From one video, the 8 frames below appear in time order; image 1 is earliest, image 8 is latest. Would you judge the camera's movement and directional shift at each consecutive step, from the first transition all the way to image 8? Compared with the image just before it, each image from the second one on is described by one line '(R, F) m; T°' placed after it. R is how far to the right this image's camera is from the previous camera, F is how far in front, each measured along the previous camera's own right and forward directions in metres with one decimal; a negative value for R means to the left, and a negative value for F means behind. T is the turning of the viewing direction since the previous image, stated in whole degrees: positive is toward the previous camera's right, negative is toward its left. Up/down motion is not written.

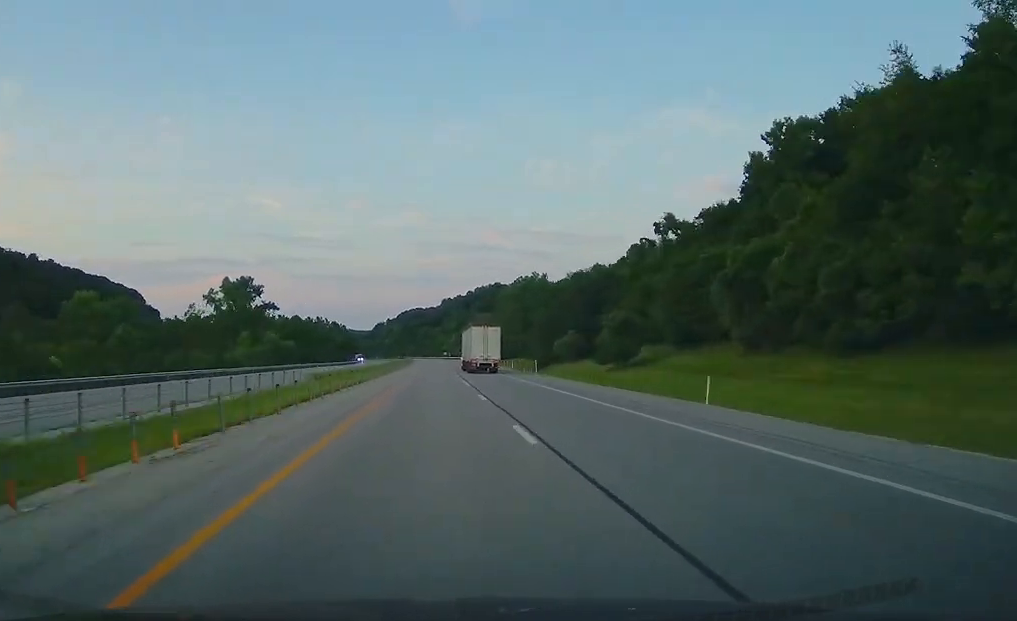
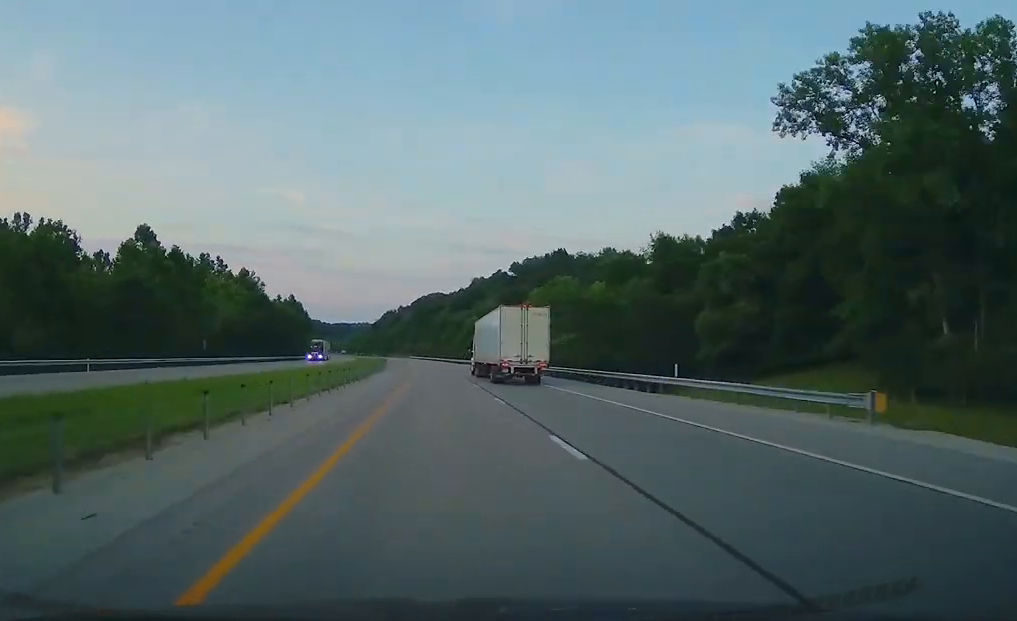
(-3.6, +185.3) m; -3°
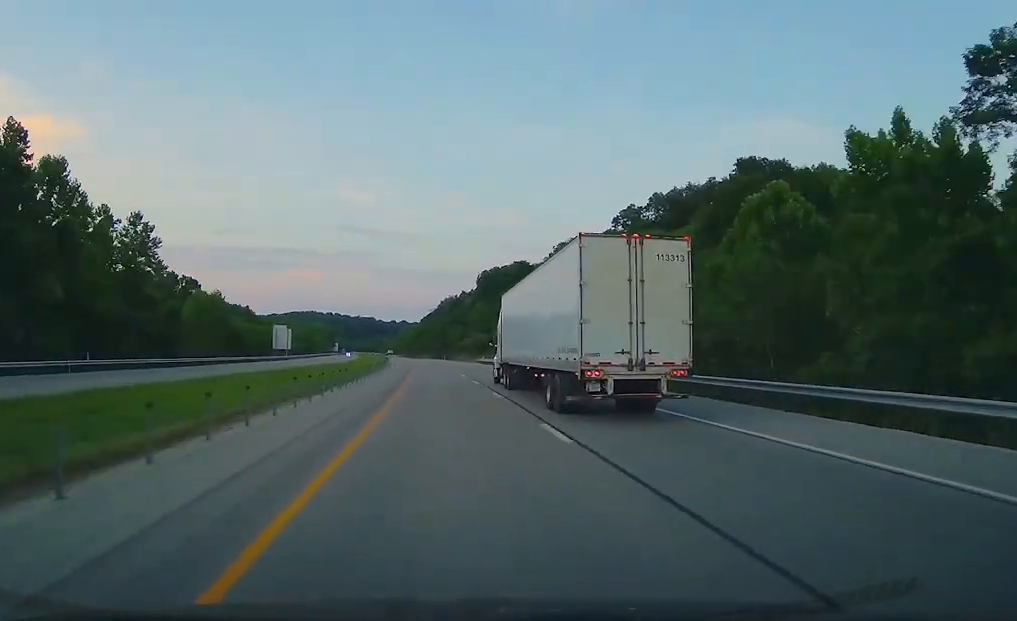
(-5.6, +155.9) m; -4°
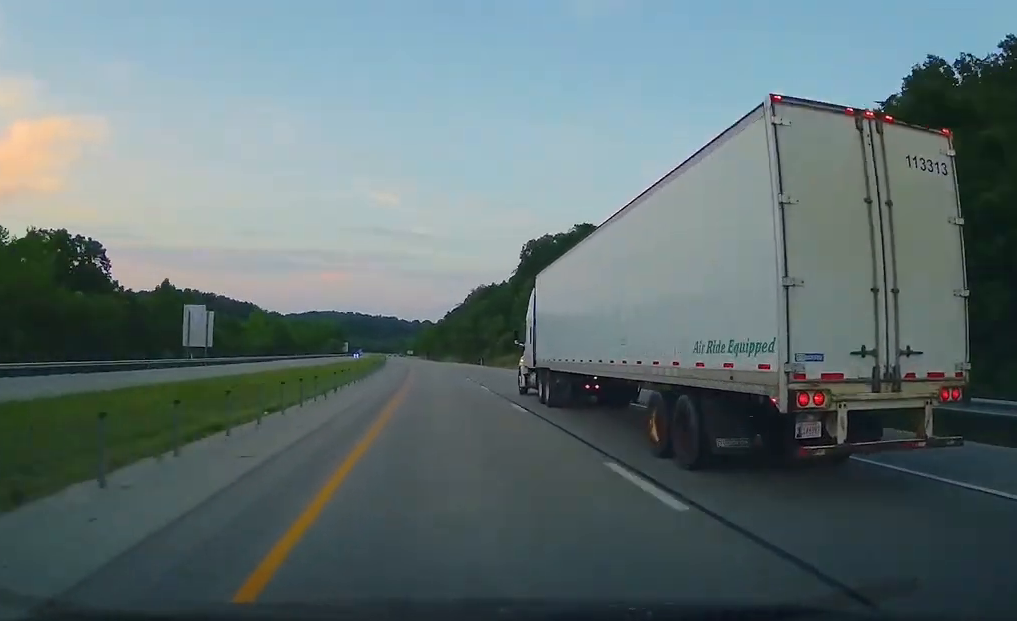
(-0.6, +65.9) m; -2°
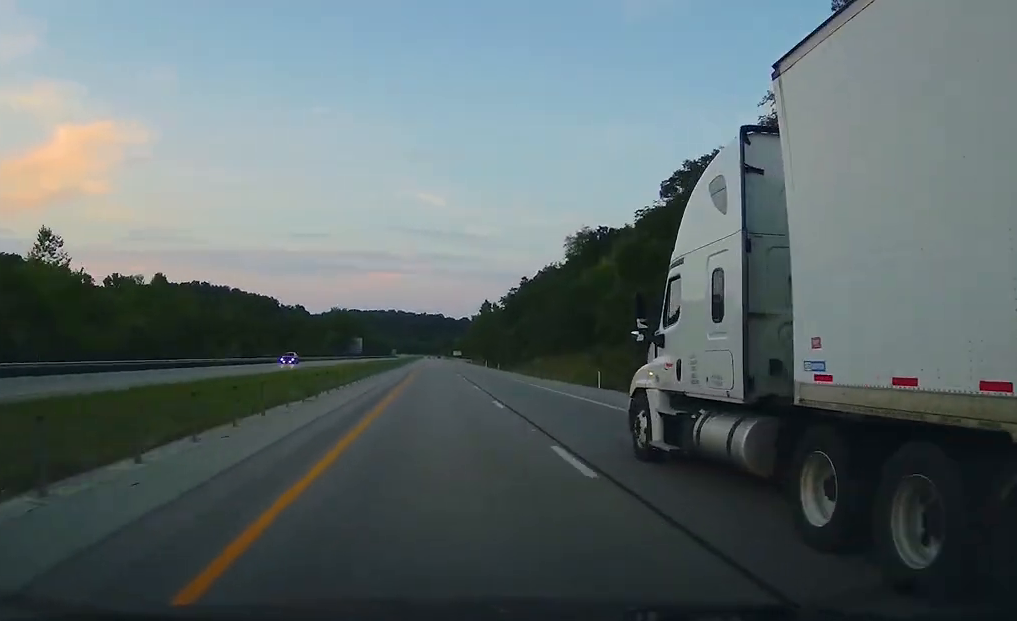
(-3.8, +130.8) m; -2°
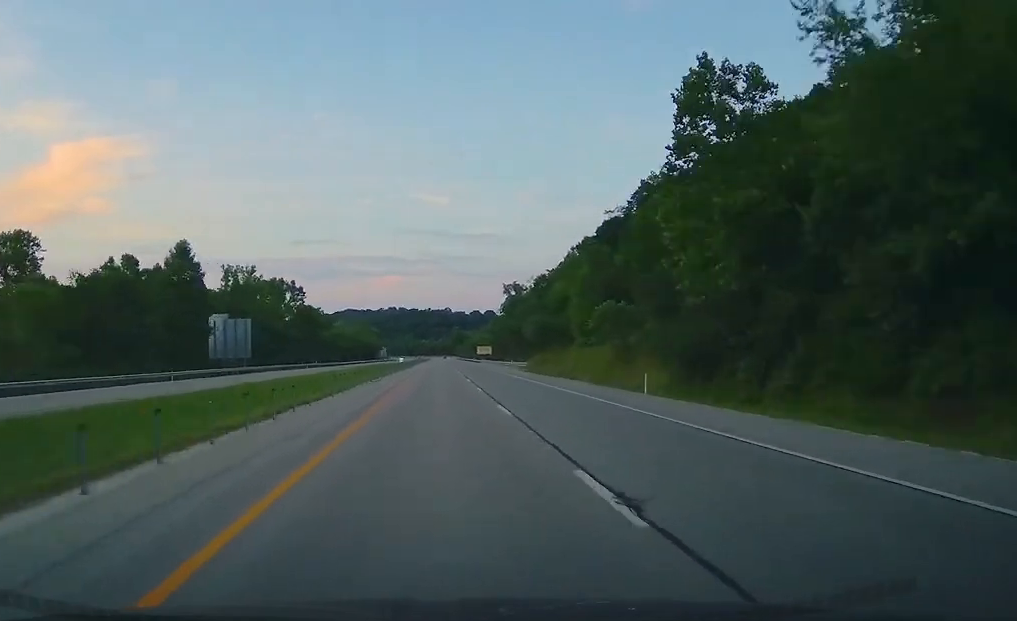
(-2.1, +162.2) m; -1°
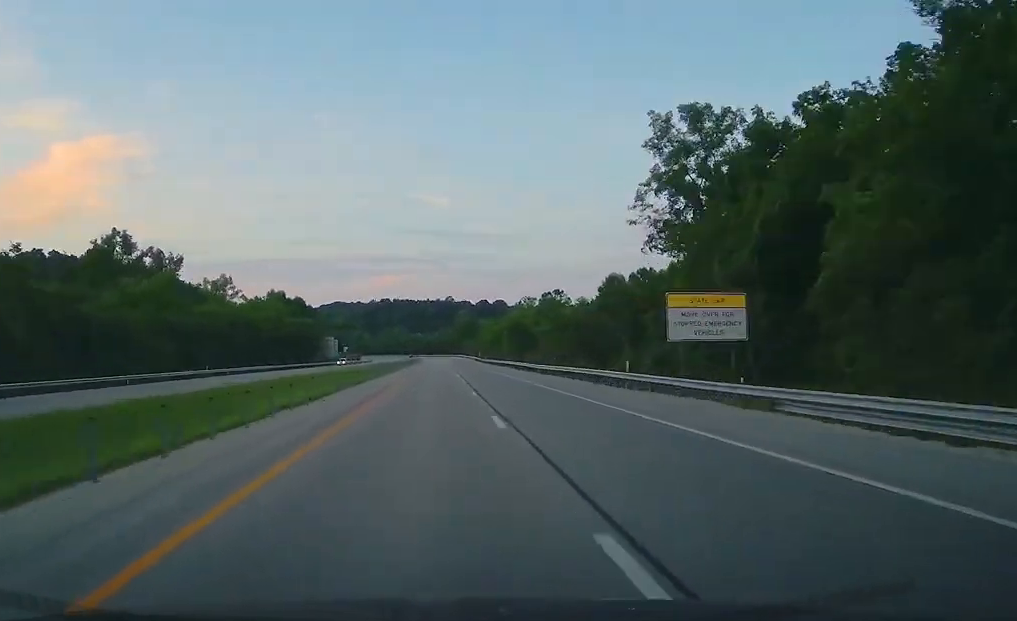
(-1.4, +162.0) m; -1°
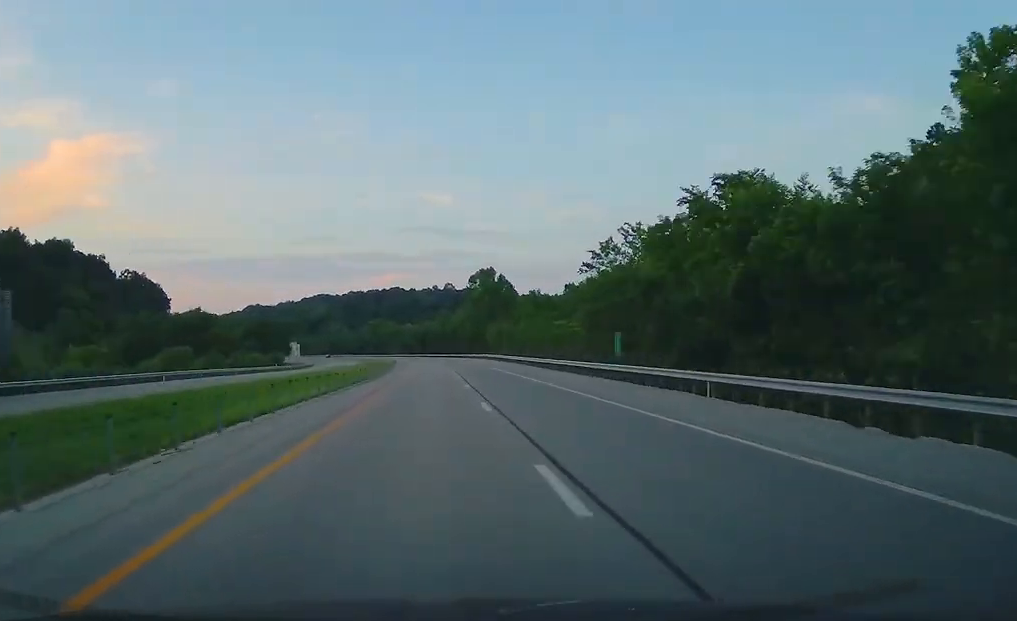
(-1.3, +142.4) m; -2°
